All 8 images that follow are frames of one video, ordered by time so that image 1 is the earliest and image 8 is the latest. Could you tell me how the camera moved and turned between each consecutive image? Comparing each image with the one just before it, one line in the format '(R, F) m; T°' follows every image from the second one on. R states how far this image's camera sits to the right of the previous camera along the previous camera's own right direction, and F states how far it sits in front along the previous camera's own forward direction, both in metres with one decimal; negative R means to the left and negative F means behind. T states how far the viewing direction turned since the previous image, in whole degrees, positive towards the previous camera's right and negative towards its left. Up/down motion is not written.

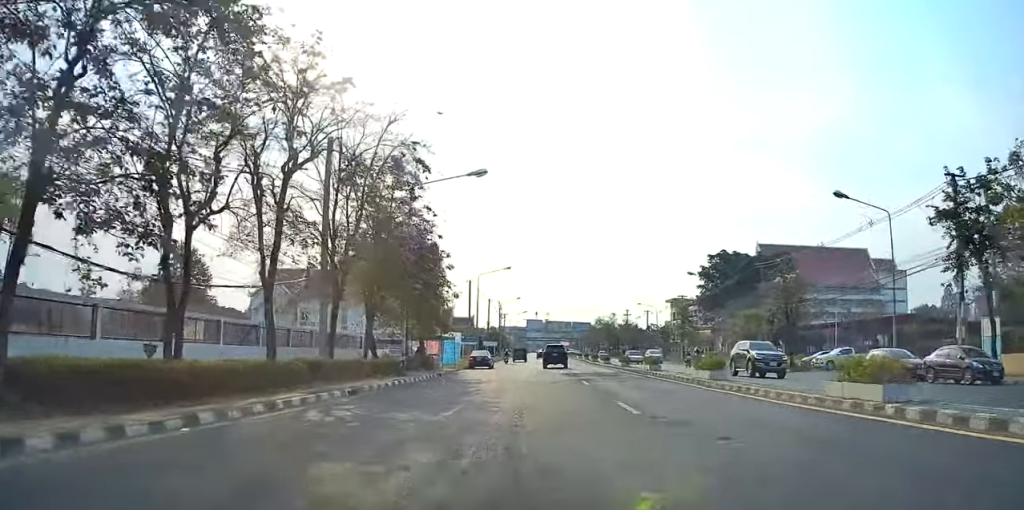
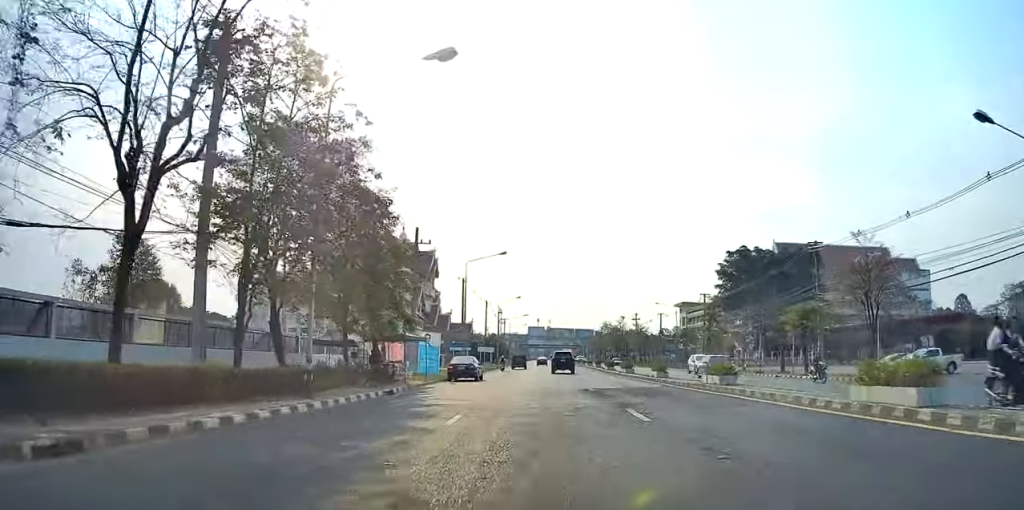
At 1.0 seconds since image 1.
(-0.3, +12.5) m; -3°
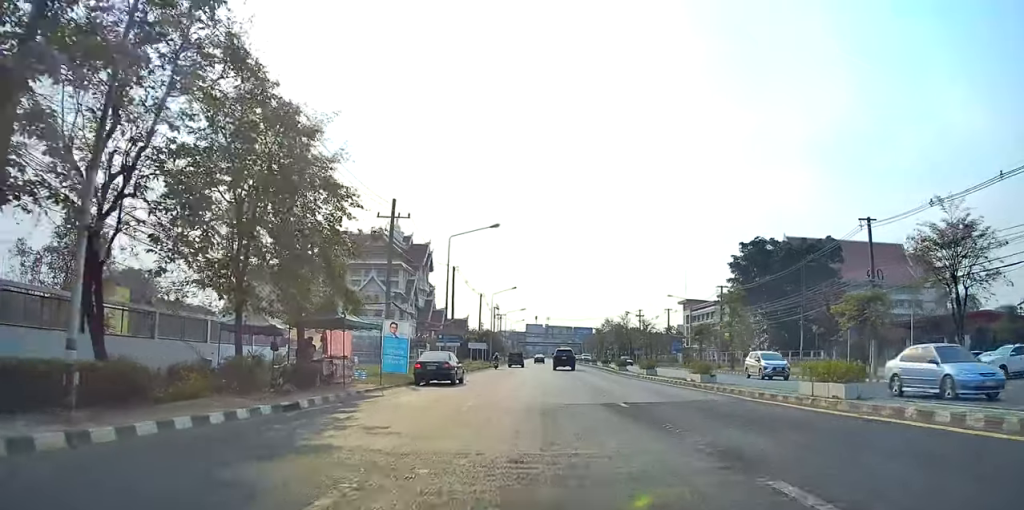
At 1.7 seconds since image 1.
(-0.2, +9.3) m; -2°
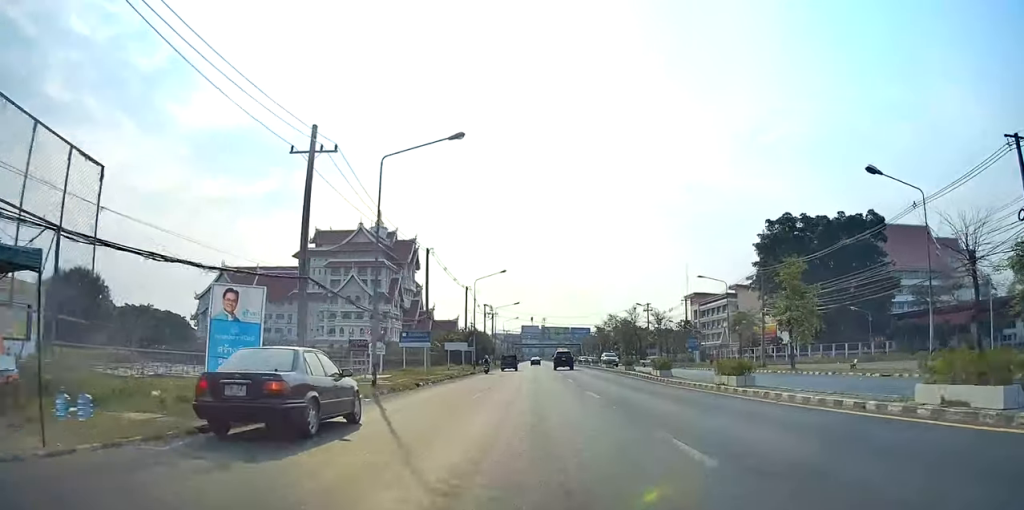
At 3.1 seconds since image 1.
(-0.2, +17.9) m; +1°
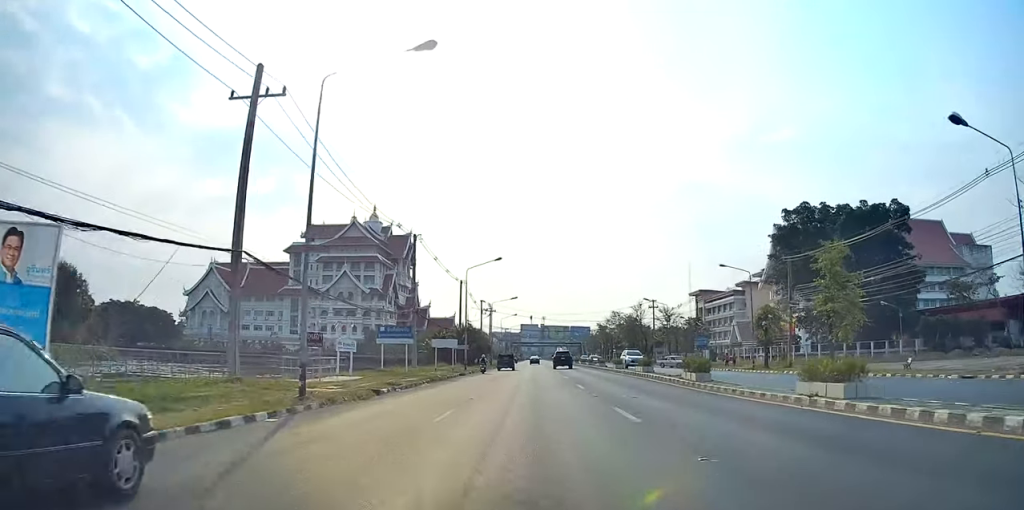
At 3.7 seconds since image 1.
(0.0, +7.3) m; +1°
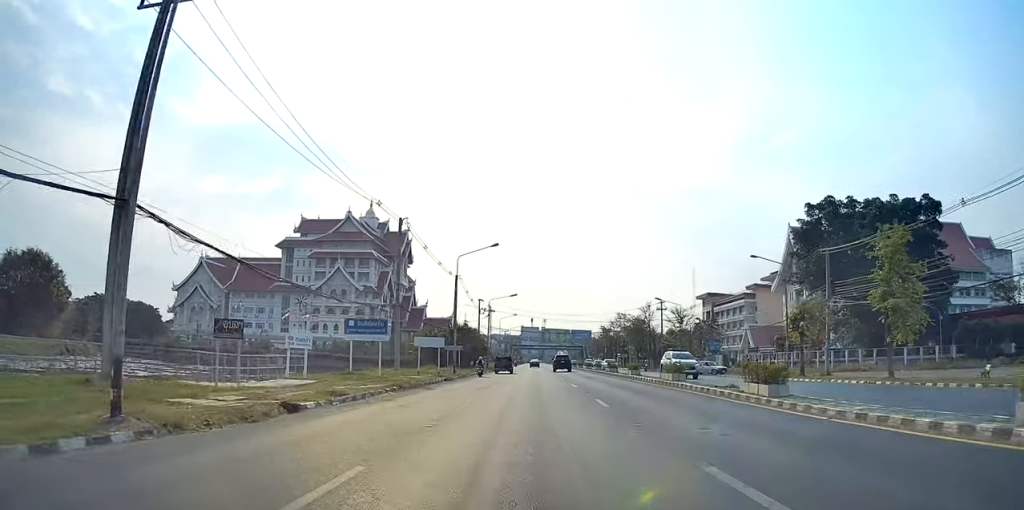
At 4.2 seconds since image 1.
(+0.3, +7.2) m; +1°
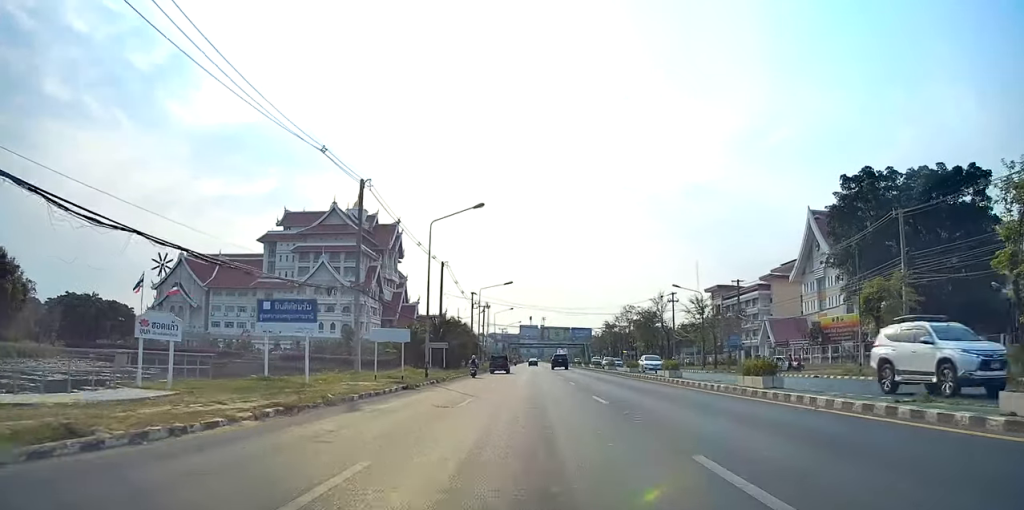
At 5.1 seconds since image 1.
(0.0, +12.0) m; -1°
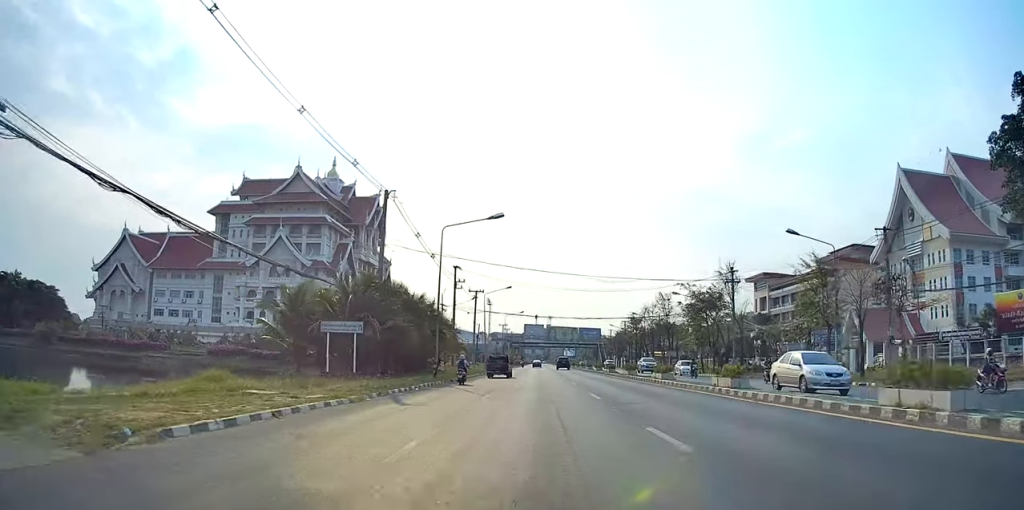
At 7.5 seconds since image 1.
(-0.2, +32.2) m; 0°
